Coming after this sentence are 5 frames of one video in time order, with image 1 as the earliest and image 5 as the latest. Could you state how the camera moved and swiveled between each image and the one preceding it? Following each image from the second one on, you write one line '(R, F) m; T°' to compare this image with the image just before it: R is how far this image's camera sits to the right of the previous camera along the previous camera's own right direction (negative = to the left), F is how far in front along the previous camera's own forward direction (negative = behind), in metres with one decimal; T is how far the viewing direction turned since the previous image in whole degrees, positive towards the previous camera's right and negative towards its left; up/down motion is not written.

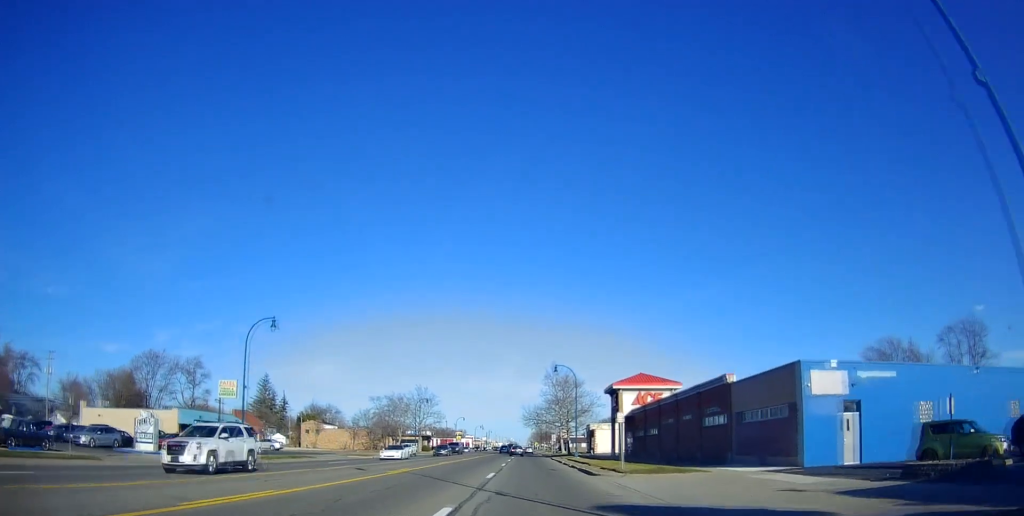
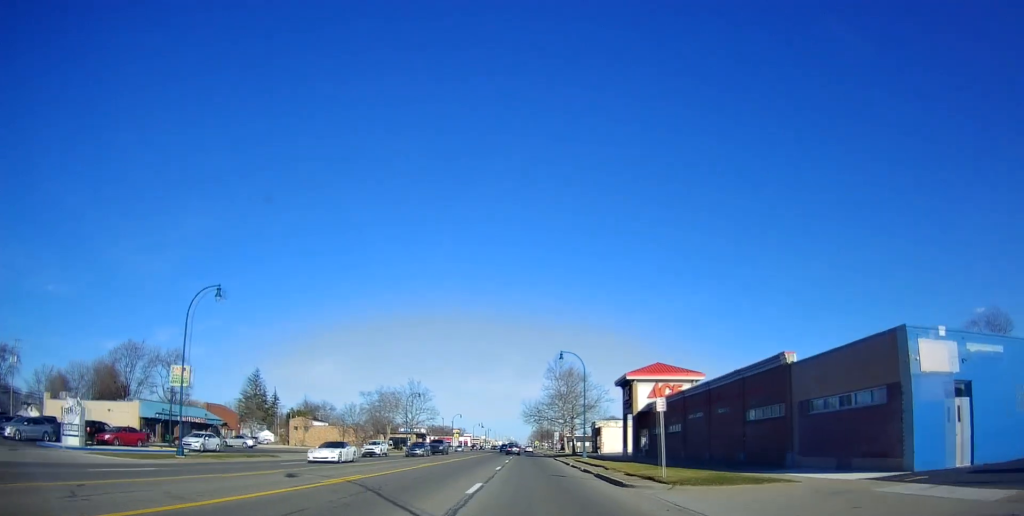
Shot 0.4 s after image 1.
(+0.1, +8.1) m; +1°
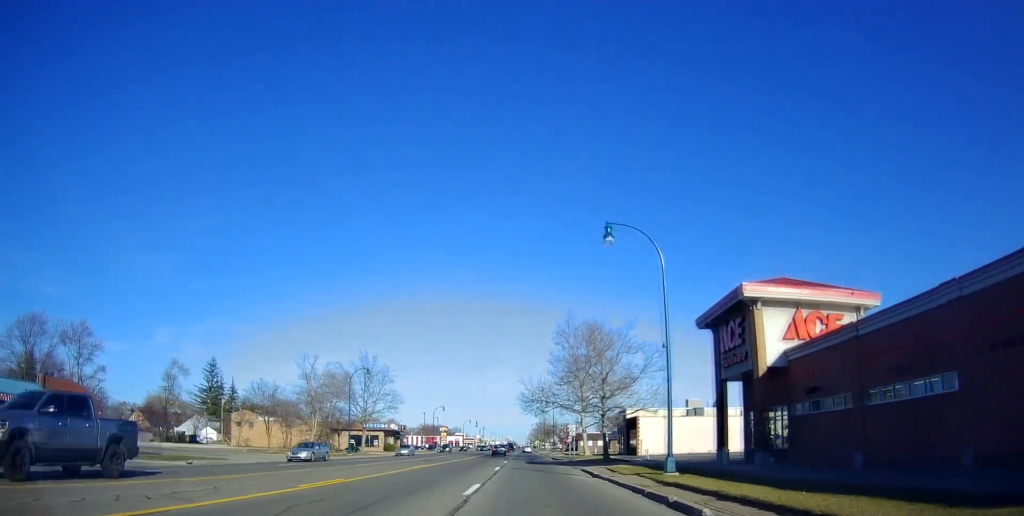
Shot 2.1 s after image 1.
(-0.7, +30.9) m; -3°
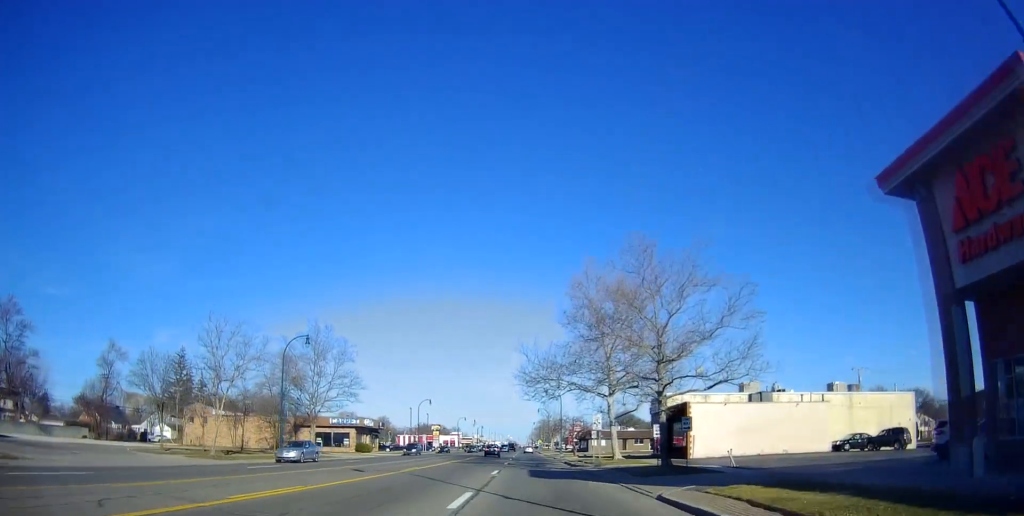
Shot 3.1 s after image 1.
(-0.2, +18.9) m; 0°
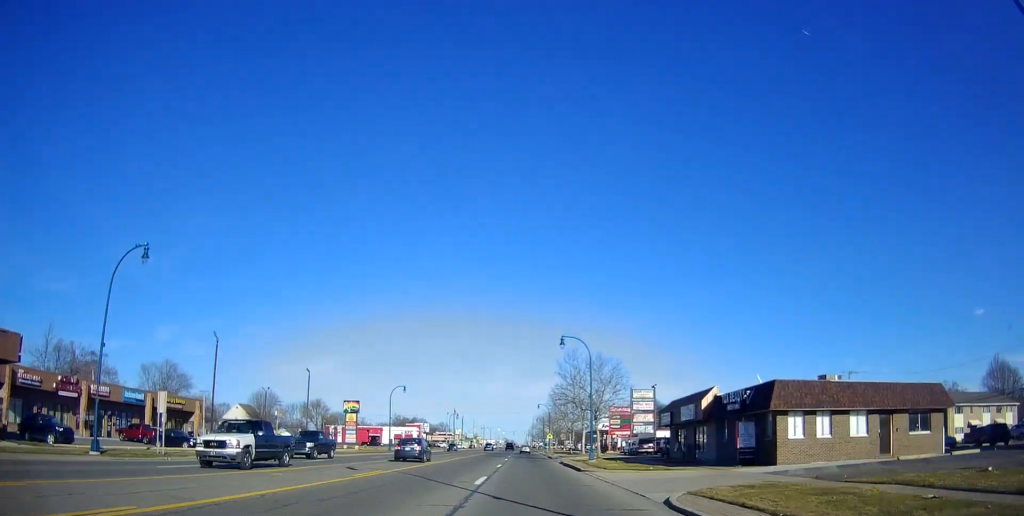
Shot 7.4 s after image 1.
(+1.1, +83.0) m; 0°
